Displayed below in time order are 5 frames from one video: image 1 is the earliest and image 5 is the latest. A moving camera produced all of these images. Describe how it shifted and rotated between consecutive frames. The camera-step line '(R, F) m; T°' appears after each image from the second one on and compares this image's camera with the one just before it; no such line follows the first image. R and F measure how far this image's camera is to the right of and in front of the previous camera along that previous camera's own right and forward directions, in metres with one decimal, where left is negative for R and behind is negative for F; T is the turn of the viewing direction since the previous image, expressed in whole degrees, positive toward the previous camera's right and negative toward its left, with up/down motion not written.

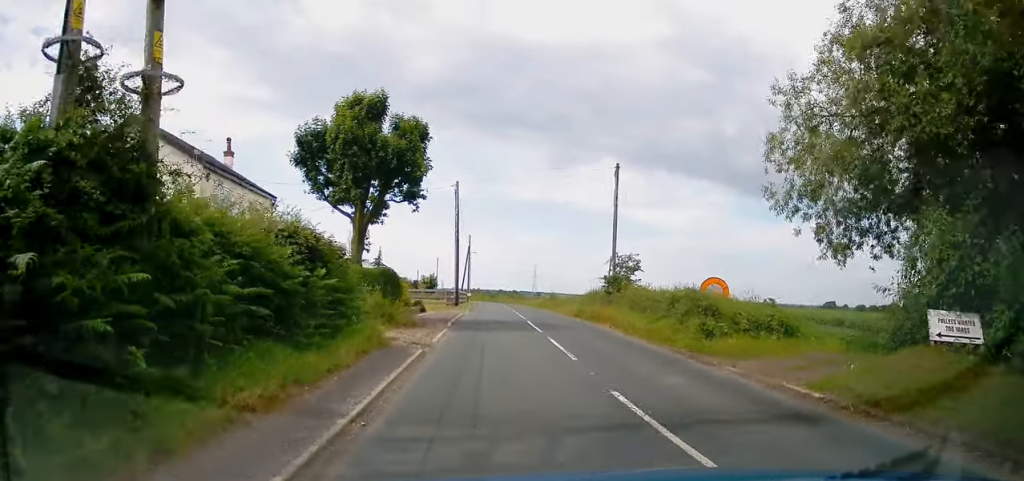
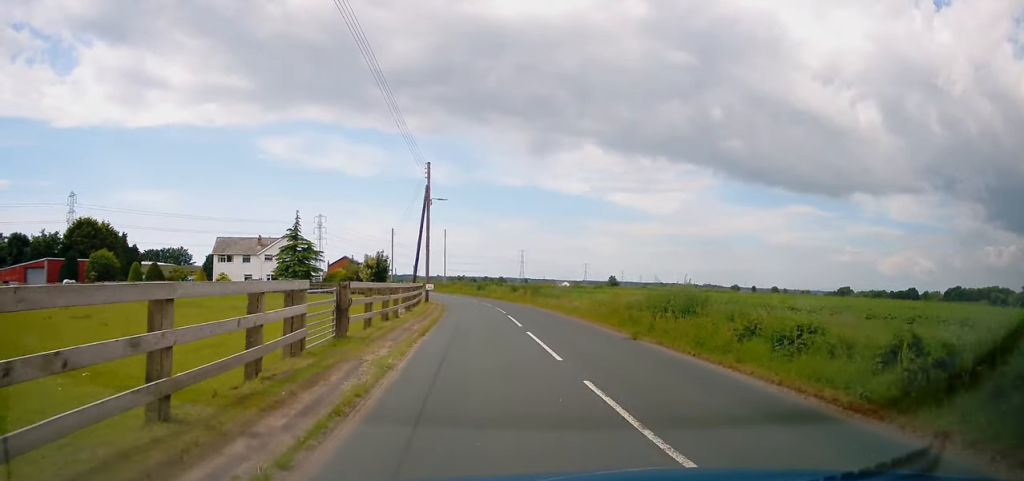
(+1.0, +42.6) m; +2°
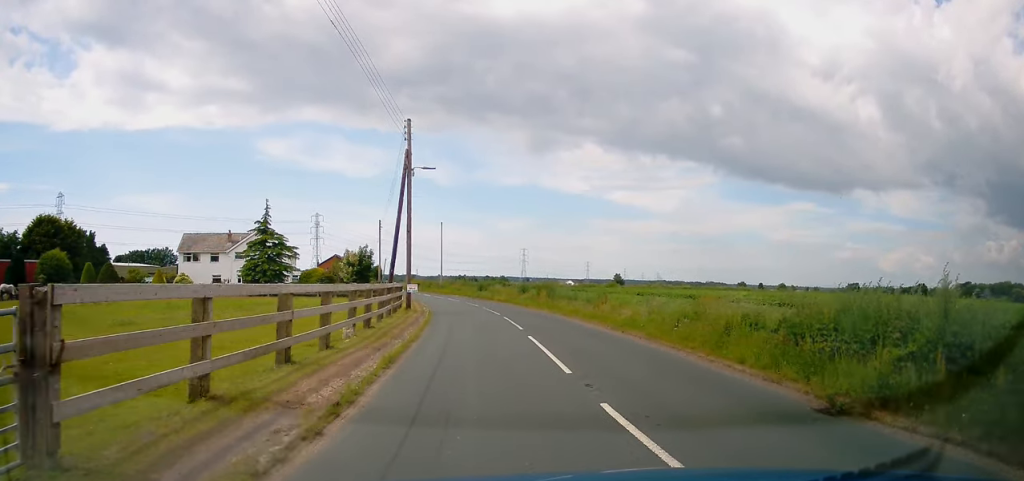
(+0.4, +10.7) m; +1°
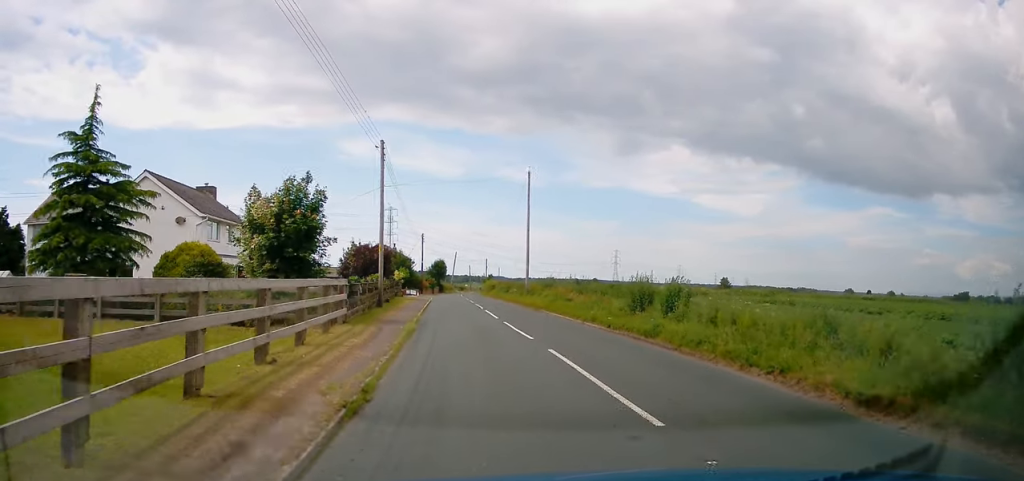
(-2.9, +39.1) m; -9°
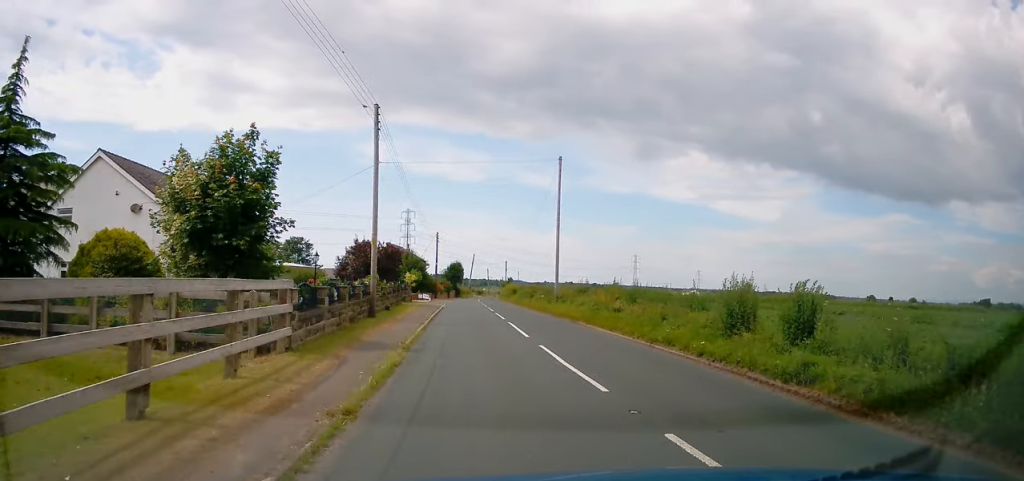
(-0.1, +7.0) m; -1°
